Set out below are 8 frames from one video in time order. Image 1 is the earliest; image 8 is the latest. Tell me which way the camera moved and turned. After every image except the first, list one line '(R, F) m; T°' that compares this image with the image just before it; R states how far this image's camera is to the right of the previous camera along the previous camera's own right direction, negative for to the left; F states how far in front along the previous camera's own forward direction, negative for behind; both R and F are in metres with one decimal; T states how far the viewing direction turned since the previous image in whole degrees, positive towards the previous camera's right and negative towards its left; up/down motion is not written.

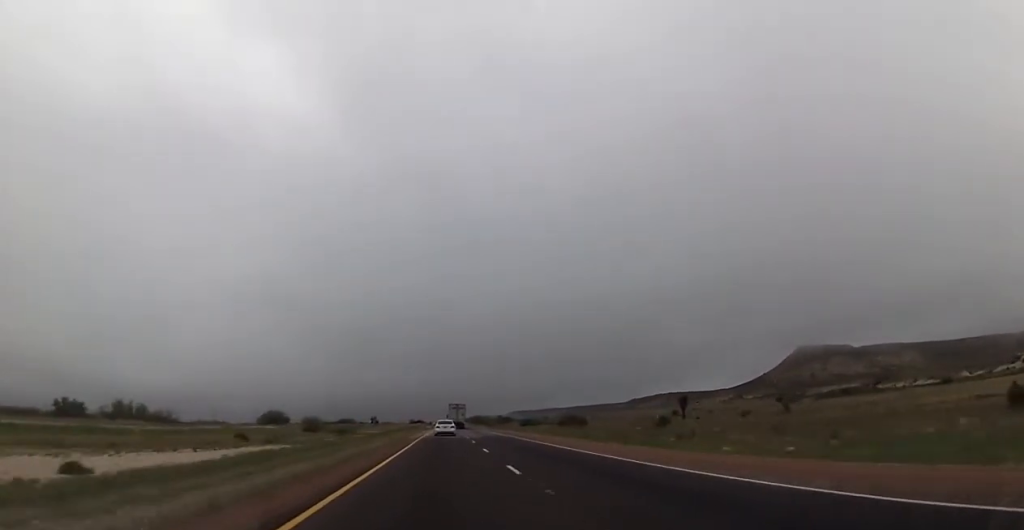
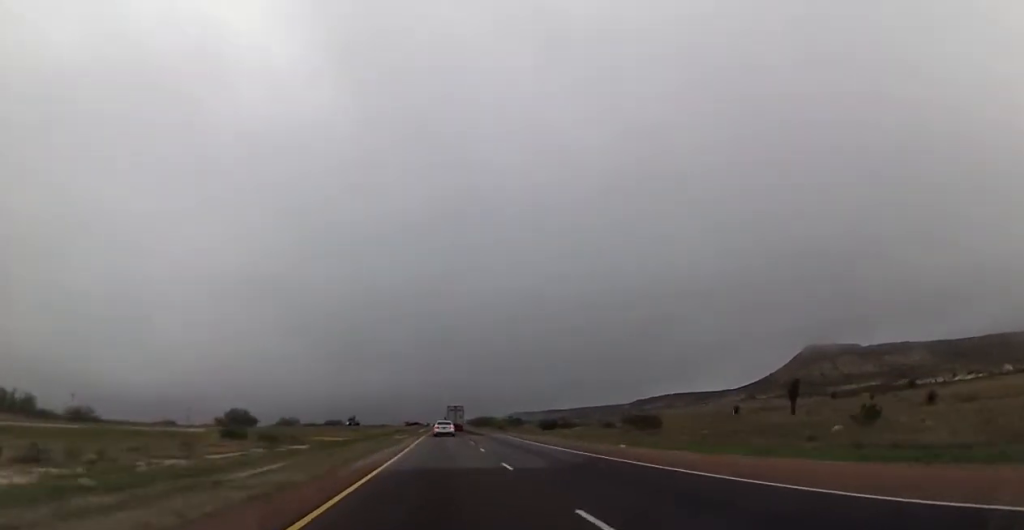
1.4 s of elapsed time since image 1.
(-0.1, +34.5) m; 0°
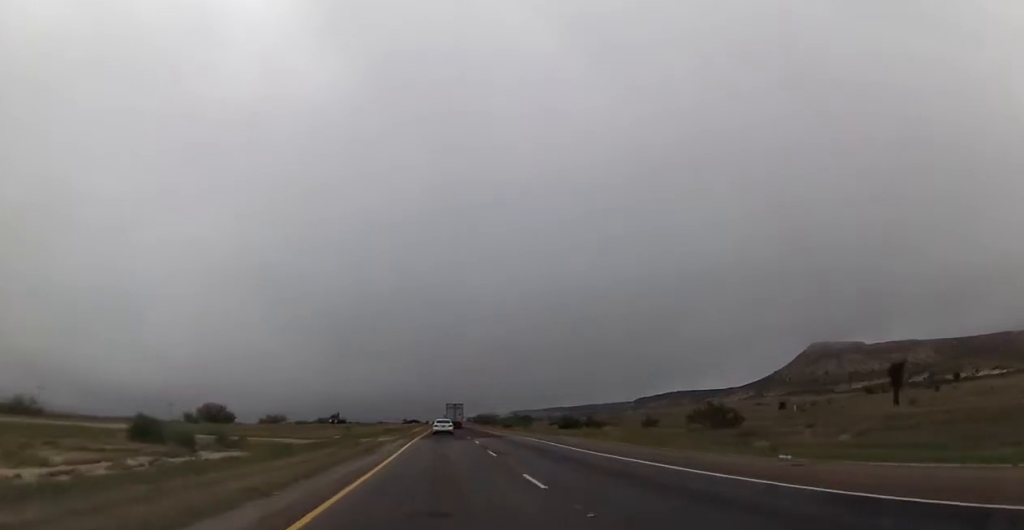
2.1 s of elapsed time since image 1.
(0.0, +18.2) m; +1°
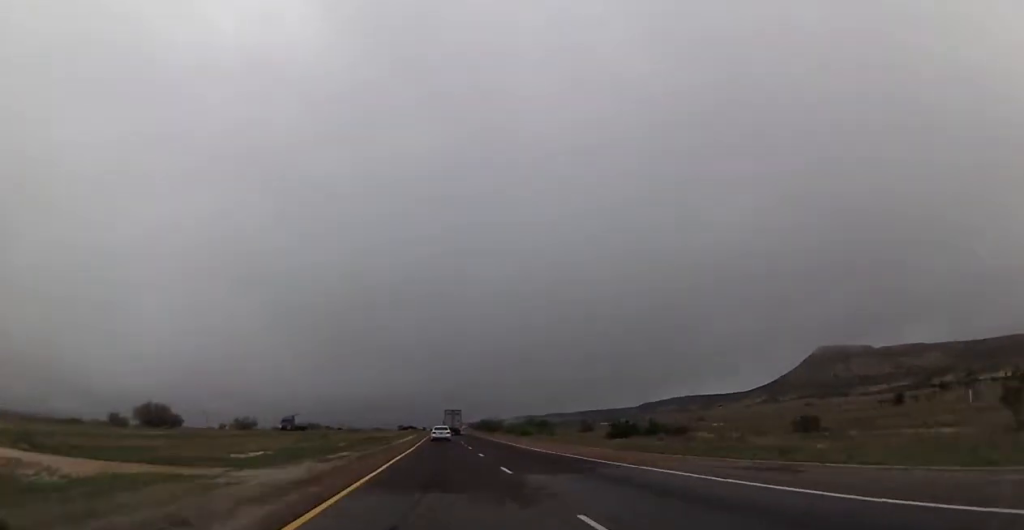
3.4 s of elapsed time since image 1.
(+0.5, +30.7) m; 0°
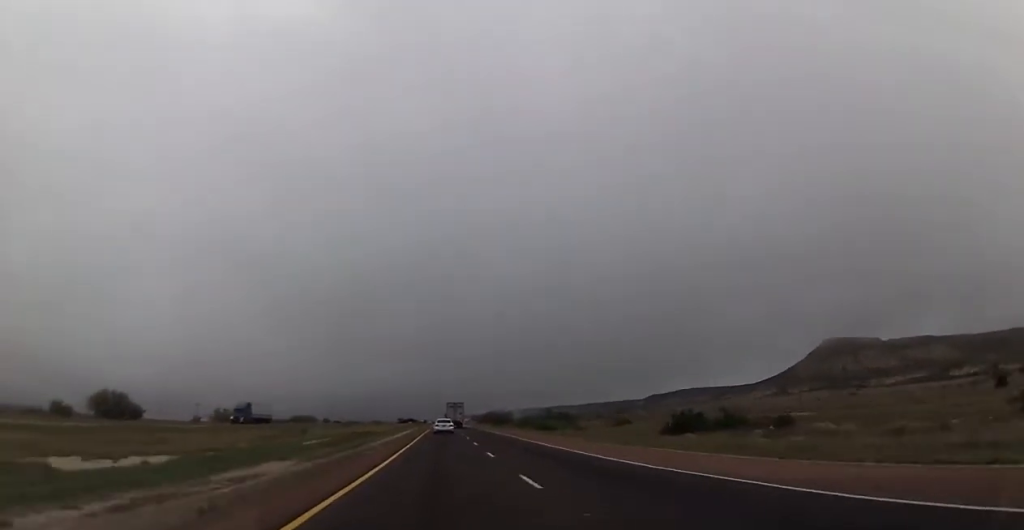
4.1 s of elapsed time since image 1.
(-0.1, +17.4) m; -1°
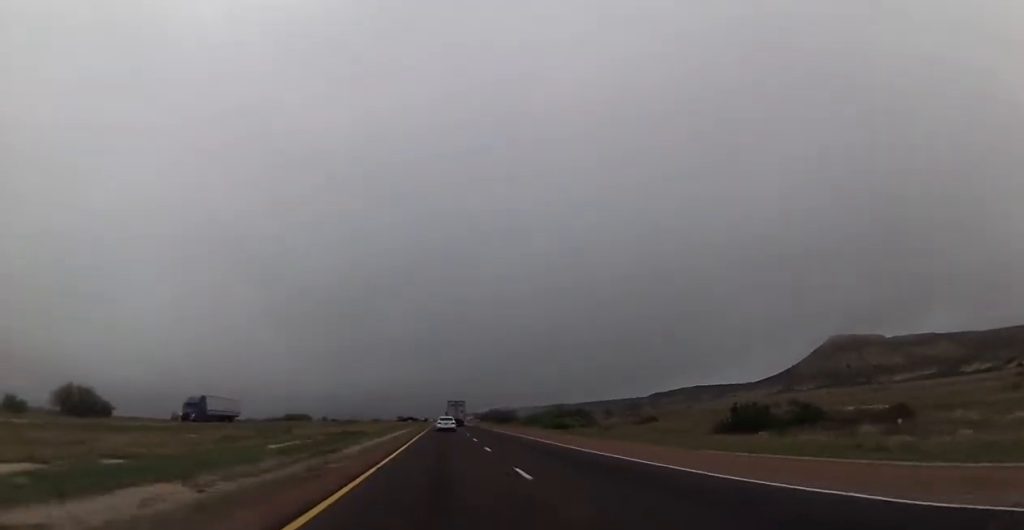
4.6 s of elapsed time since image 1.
(-0.3, +10.9) m; 0°
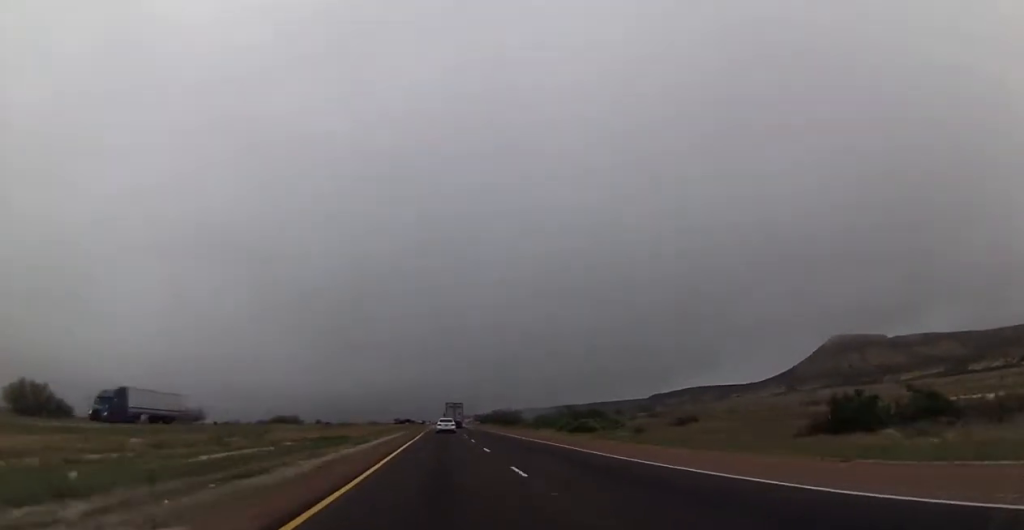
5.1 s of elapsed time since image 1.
(-0.1, +11.6) m; 0°
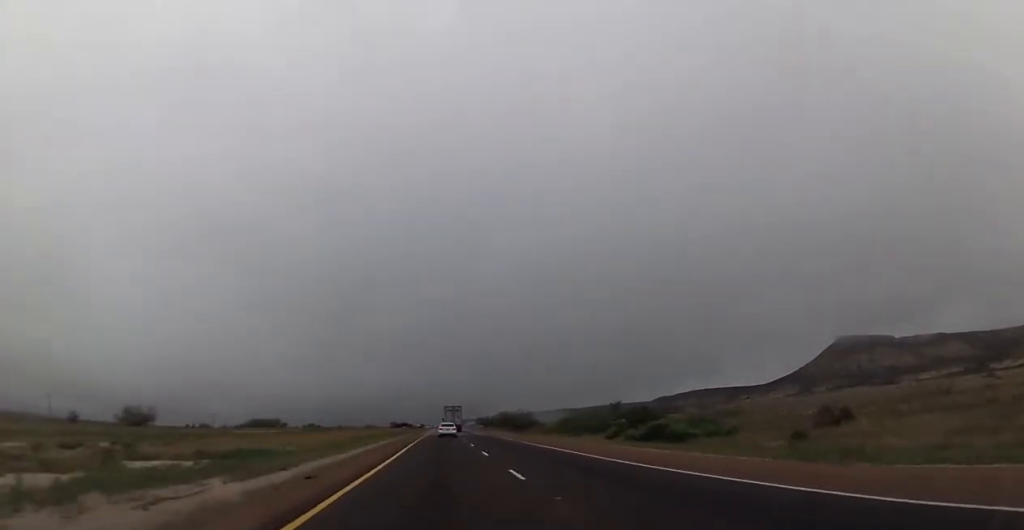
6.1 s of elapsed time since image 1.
(+0.4, +24.2) m; +1°
